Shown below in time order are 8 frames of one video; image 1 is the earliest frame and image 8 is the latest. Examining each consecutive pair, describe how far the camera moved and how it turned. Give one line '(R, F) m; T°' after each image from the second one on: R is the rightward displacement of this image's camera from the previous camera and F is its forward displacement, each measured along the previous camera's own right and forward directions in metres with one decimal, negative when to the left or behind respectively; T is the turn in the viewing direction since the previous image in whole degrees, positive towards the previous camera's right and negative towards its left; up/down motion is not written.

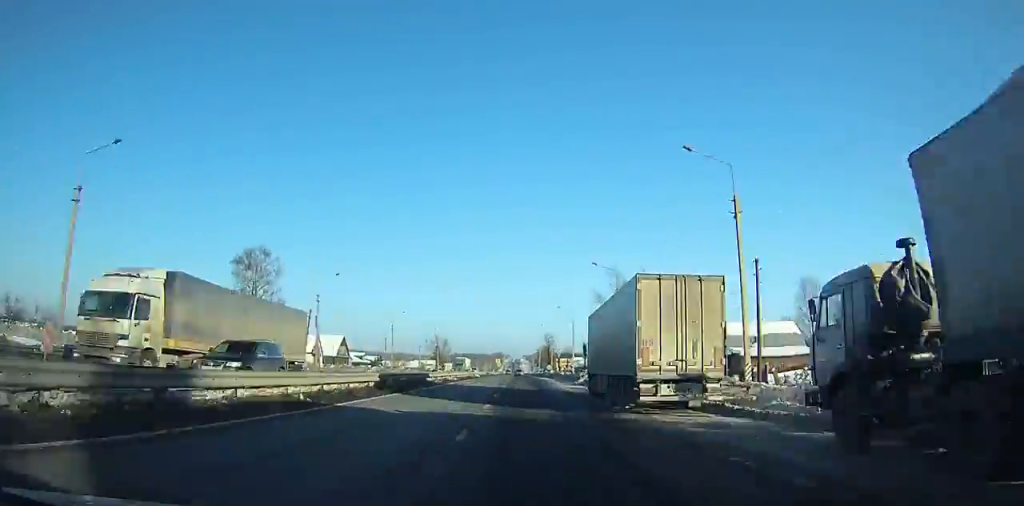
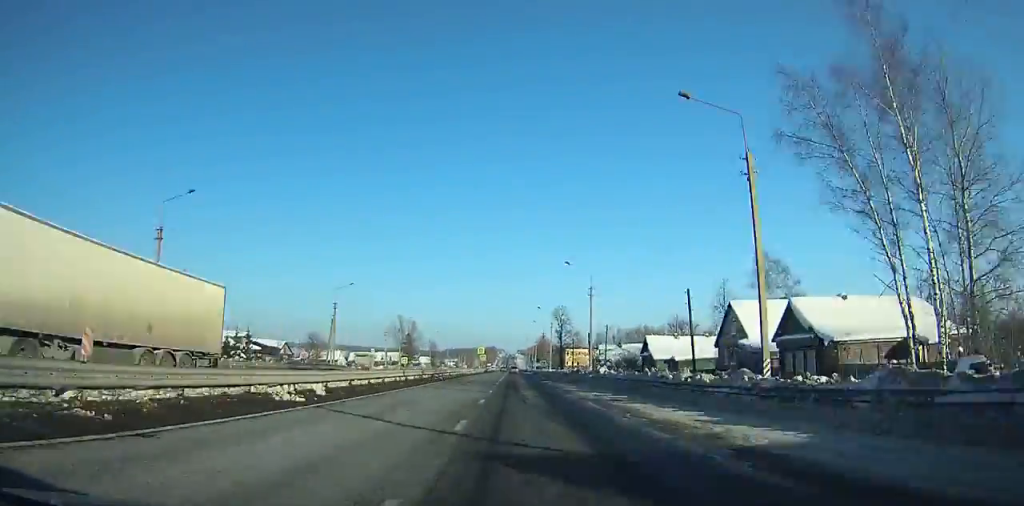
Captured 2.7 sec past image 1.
(-0.2, +74.3) m; 0°
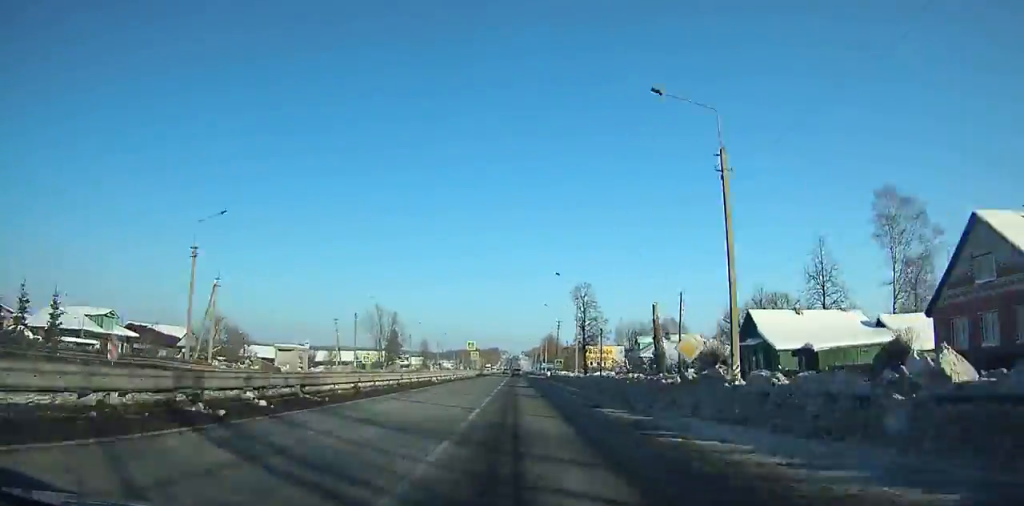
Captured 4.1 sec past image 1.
(0.0, +37.3) m; 0°
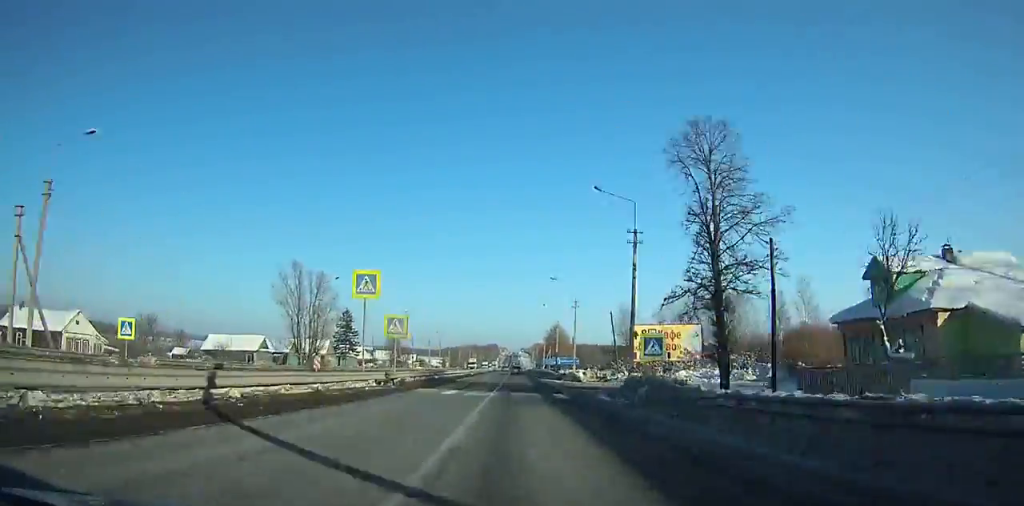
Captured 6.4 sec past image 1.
(0.0, +59.2) m; 0°
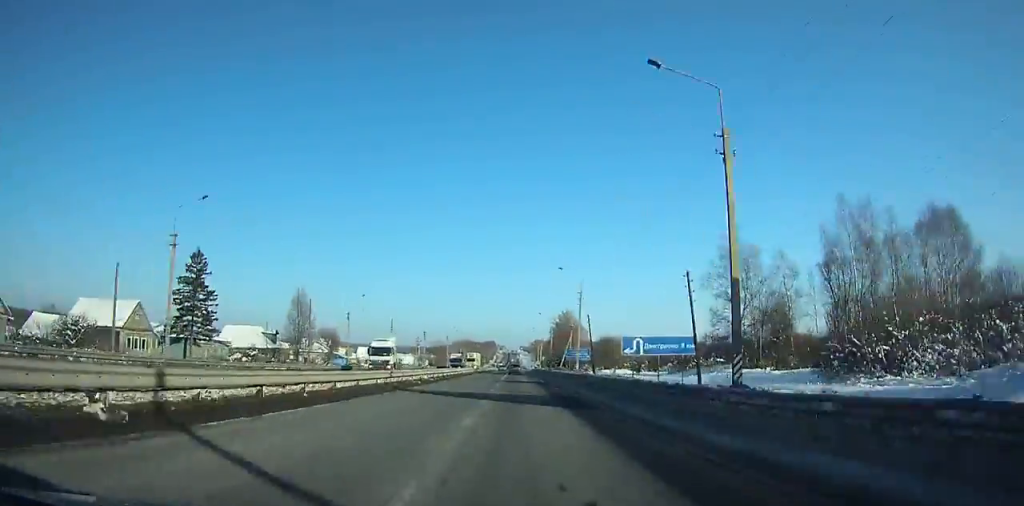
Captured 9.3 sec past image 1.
(0.0, +74.2) m; +1°
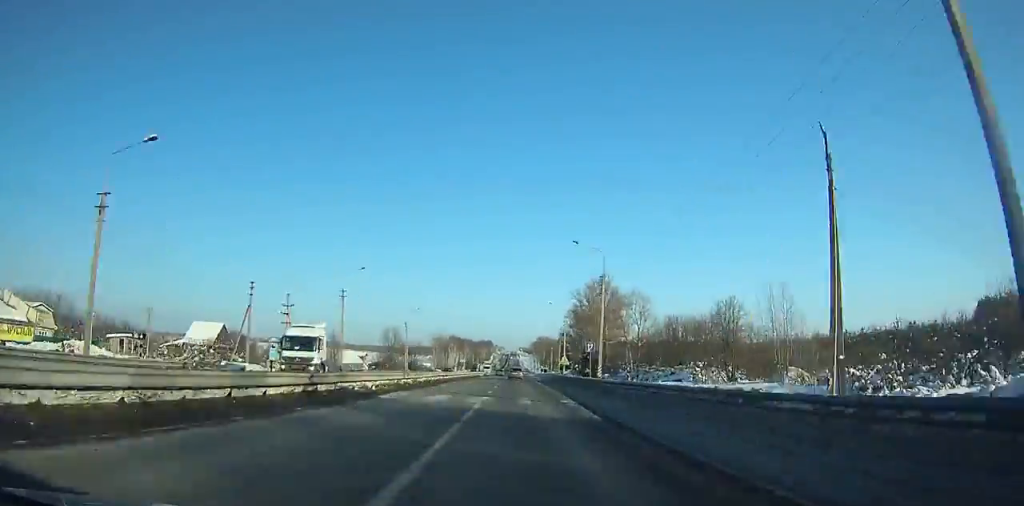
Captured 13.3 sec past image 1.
(+2.5, +102.8) m; +19°
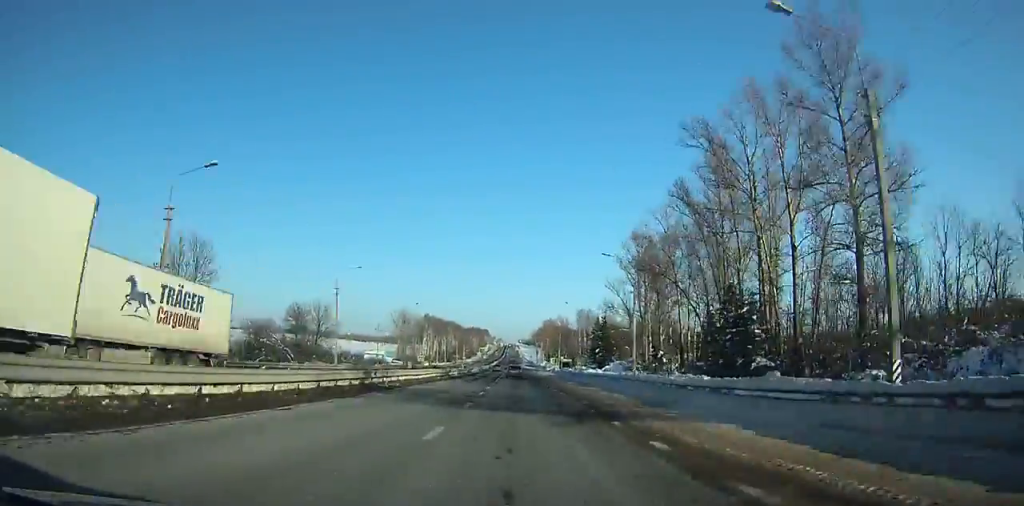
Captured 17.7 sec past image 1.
(-8.1, +99.6) m; -29°
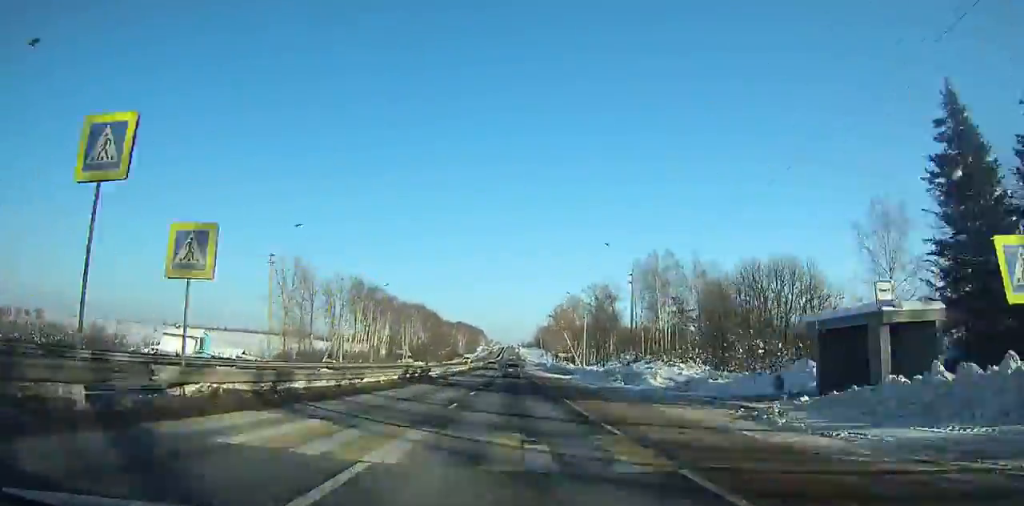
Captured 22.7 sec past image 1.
(-12.0, +126.9) m; +6°
